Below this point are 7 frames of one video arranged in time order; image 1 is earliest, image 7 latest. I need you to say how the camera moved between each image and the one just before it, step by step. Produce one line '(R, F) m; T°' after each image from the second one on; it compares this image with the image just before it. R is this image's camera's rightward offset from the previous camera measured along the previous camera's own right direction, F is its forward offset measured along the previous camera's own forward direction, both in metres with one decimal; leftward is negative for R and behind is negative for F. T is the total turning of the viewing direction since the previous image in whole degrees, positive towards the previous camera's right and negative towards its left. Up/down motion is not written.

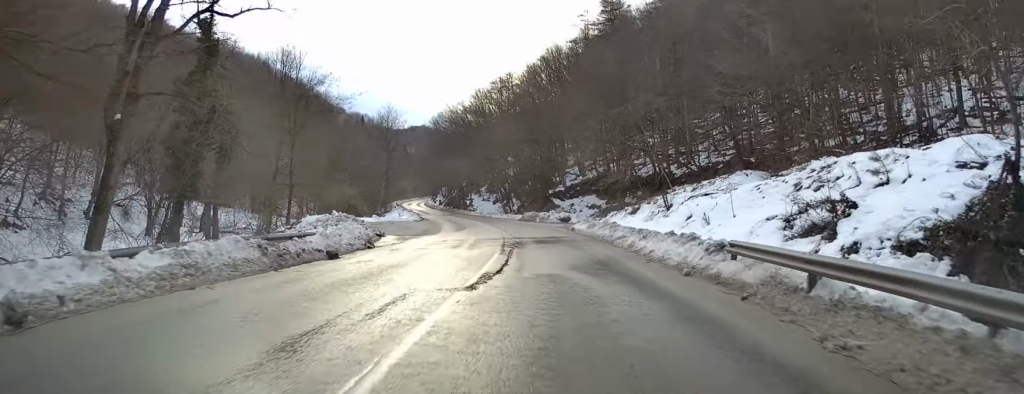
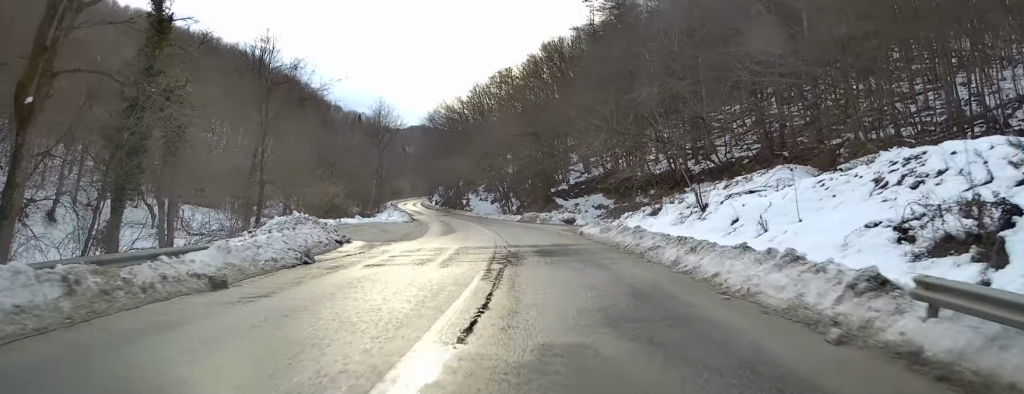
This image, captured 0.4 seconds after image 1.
(+0.2, +6.5) m; +1°
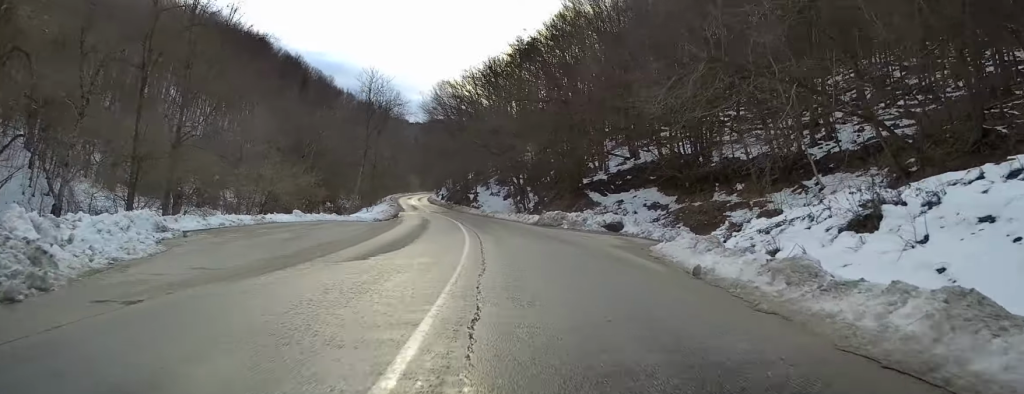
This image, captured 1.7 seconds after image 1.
(+0.4, +19.5) m; -3°
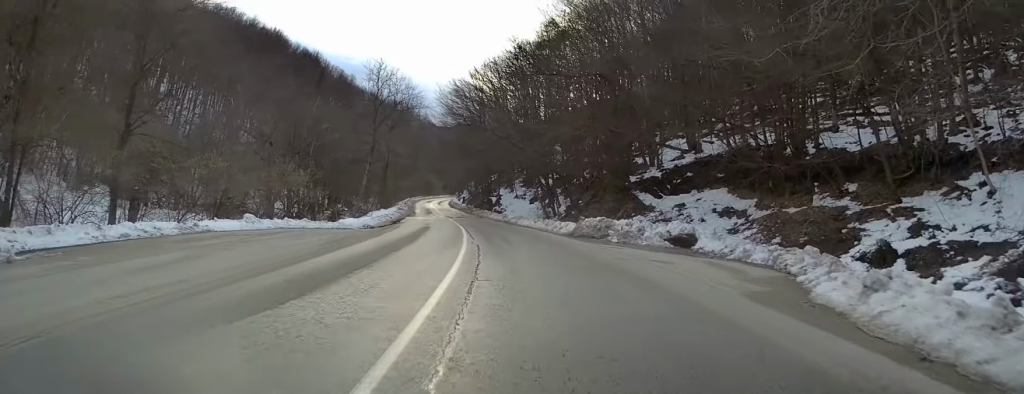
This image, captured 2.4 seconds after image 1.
(-0.6, +10.7) m; -3°
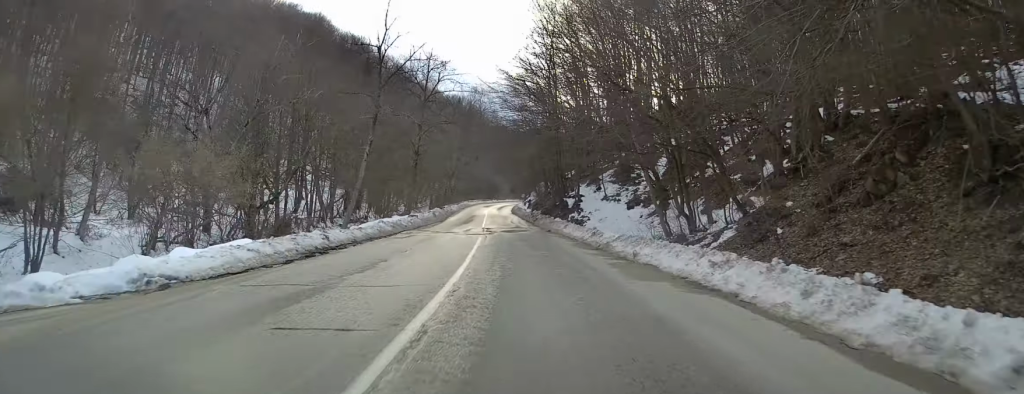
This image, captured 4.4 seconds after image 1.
(-1.1, +29.1) m; -3°
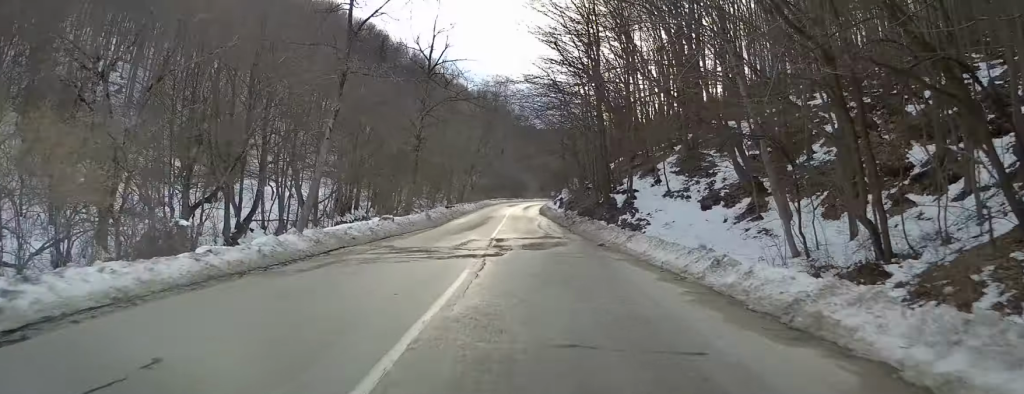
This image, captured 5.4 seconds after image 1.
(-0.2, +14.9) m; -1°
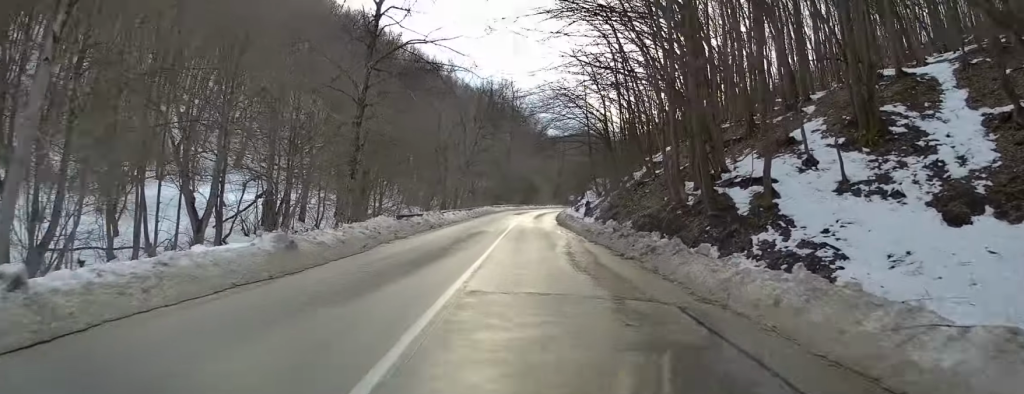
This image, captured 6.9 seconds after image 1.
(-0.1, +21.4) m; -3°
